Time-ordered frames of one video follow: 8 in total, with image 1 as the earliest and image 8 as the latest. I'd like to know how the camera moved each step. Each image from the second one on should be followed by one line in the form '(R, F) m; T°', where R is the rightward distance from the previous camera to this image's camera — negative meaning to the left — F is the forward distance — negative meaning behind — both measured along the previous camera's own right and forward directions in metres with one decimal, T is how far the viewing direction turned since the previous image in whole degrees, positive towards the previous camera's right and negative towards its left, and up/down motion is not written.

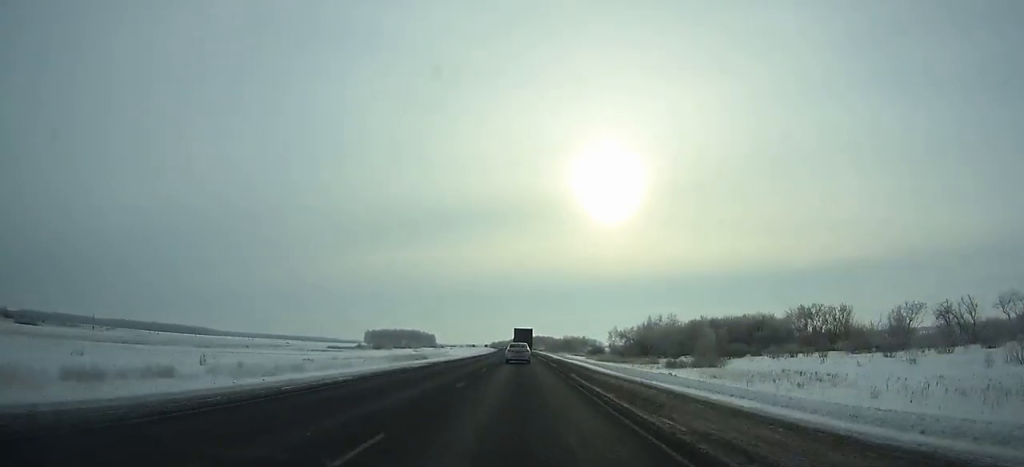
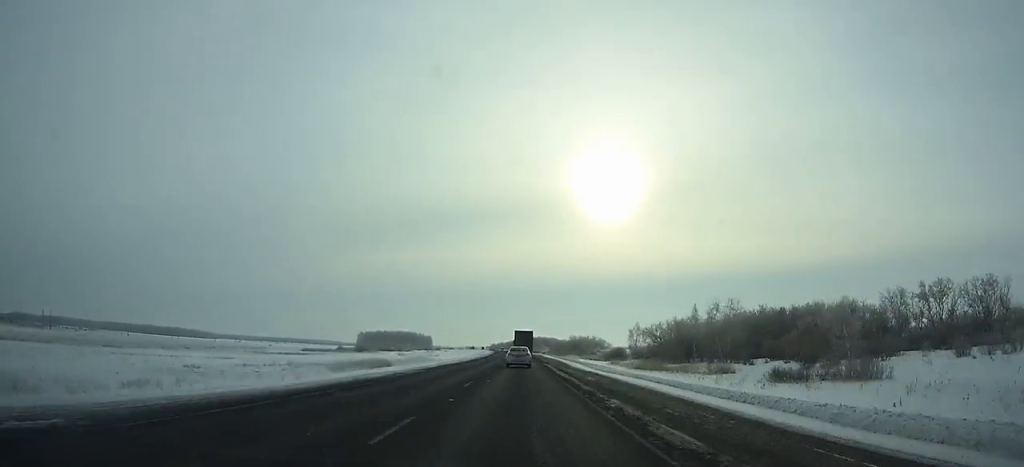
(0.0, +33.4) m; 0°
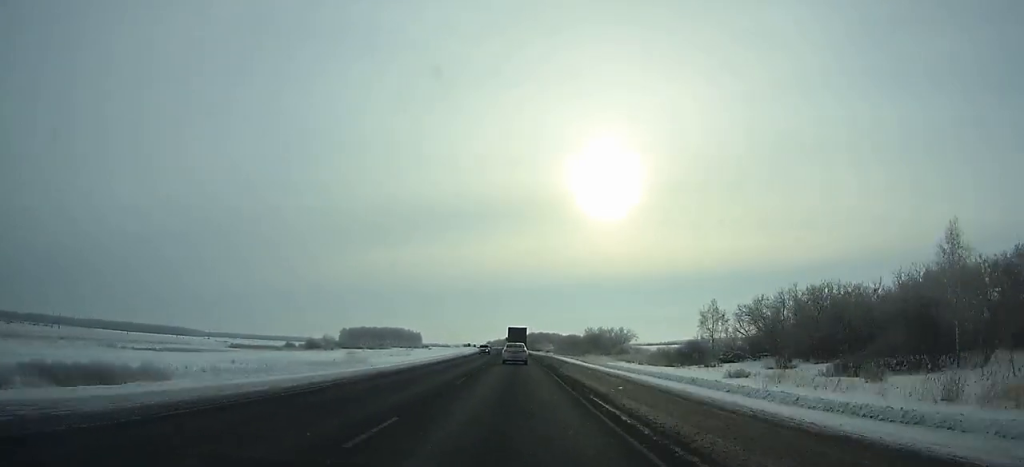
(-0.2, +59.7) m; -1°
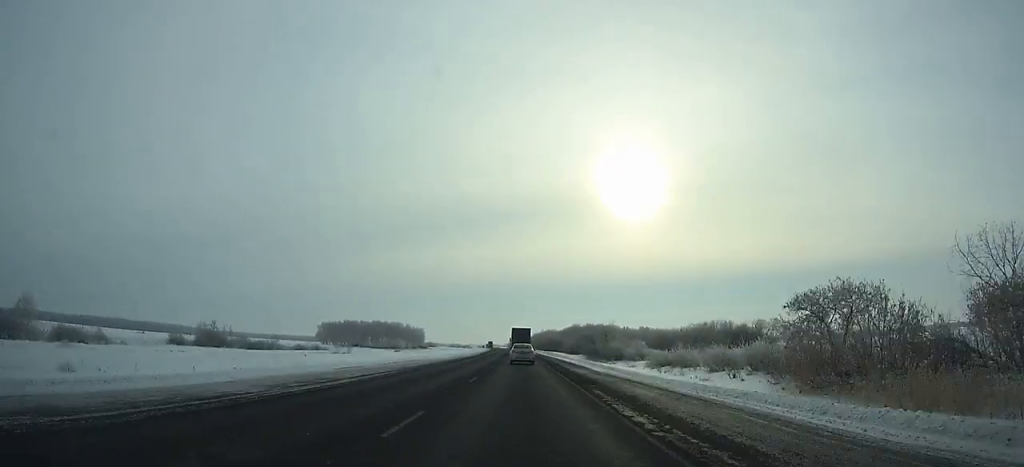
(-3.3, +141.2) m; -2°
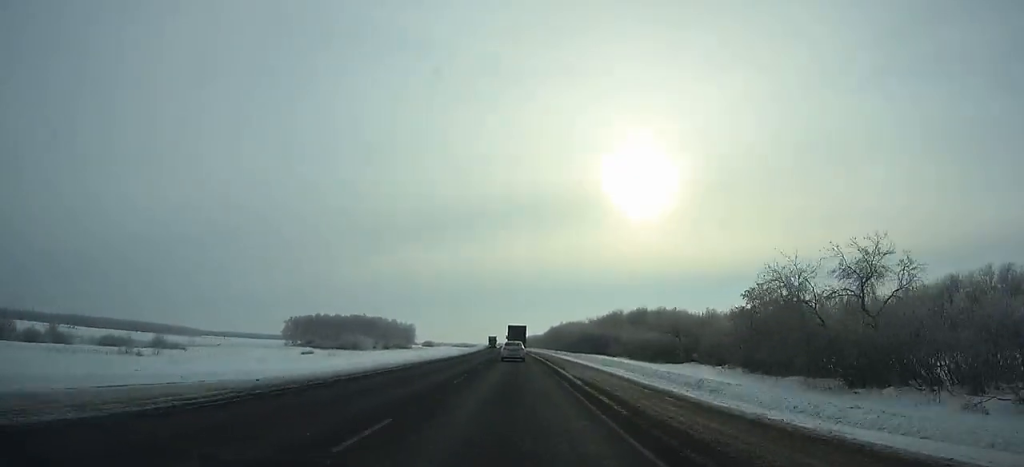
(-0.6, +84.6) m; -1°
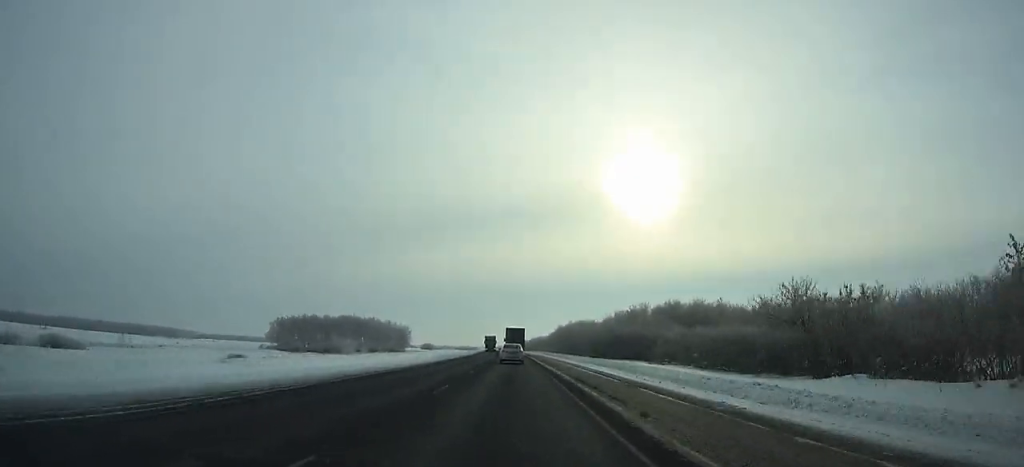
(-0.1, +26.9) m; 0°
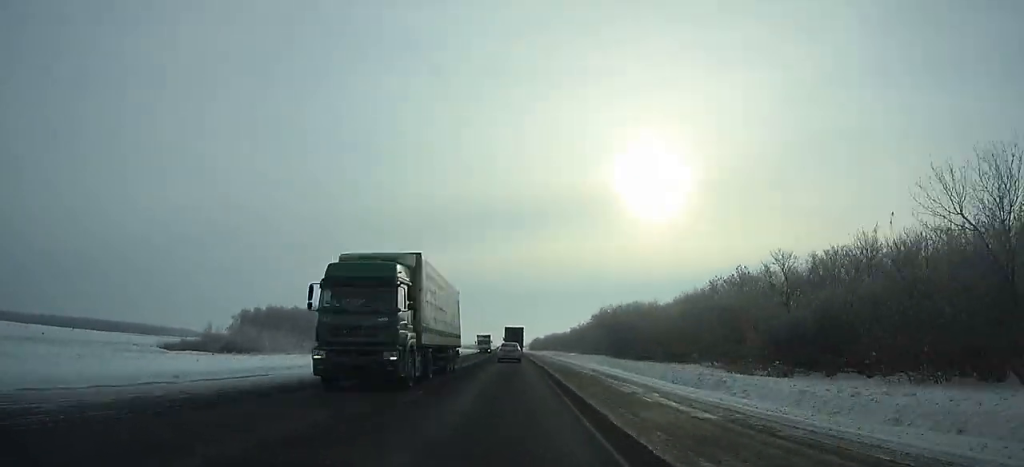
(-0.7, +63.5) m; -1°
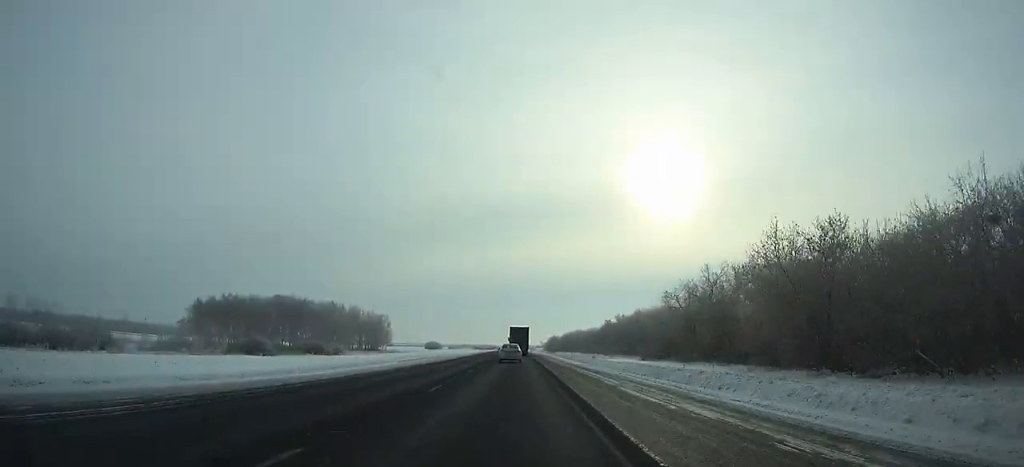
(-0.6, +57.8) m; -1°
